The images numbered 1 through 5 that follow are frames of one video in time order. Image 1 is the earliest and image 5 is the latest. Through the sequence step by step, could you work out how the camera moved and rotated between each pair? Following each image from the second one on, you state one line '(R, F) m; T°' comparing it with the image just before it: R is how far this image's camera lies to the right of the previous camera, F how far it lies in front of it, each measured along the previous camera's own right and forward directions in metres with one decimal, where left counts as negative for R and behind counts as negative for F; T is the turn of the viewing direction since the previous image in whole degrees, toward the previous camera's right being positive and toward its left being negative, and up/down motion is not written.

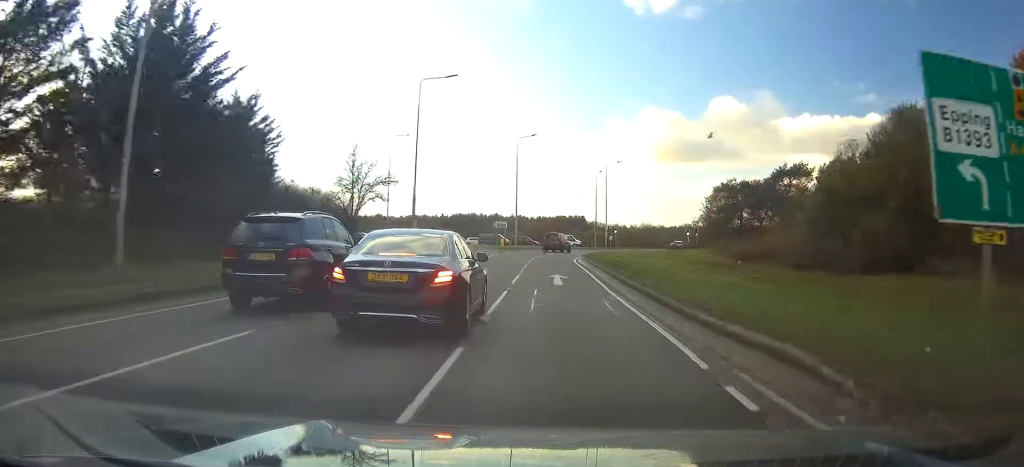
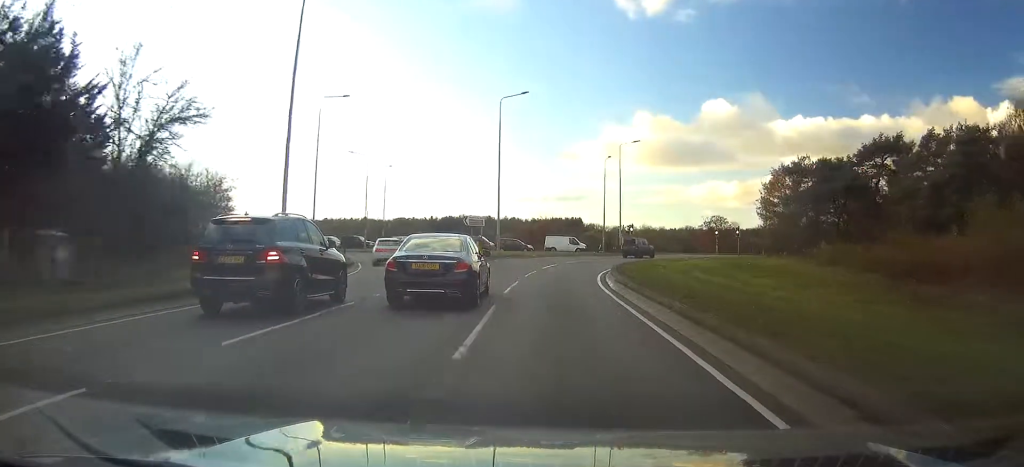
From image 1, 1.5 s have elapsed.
(0.0, +22.9) m; 0°
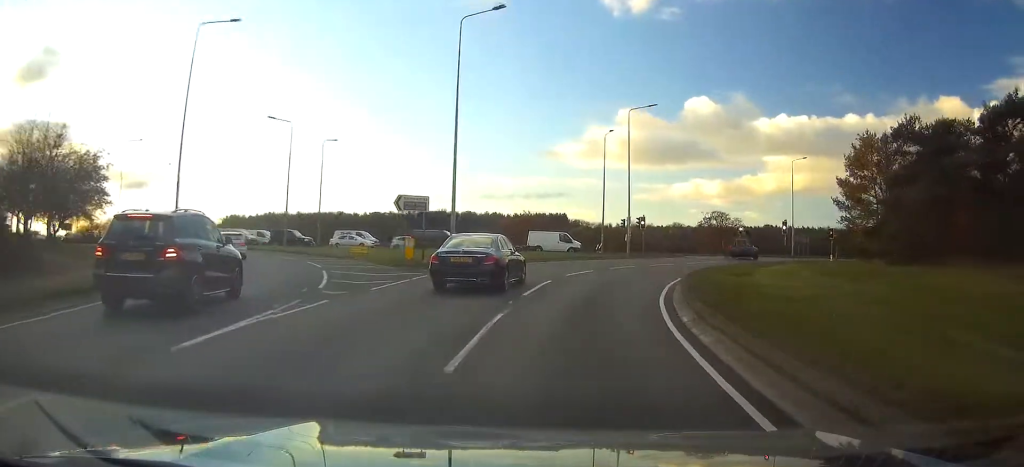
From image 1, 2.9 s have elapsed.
(0.0, +19.4) m; +1°
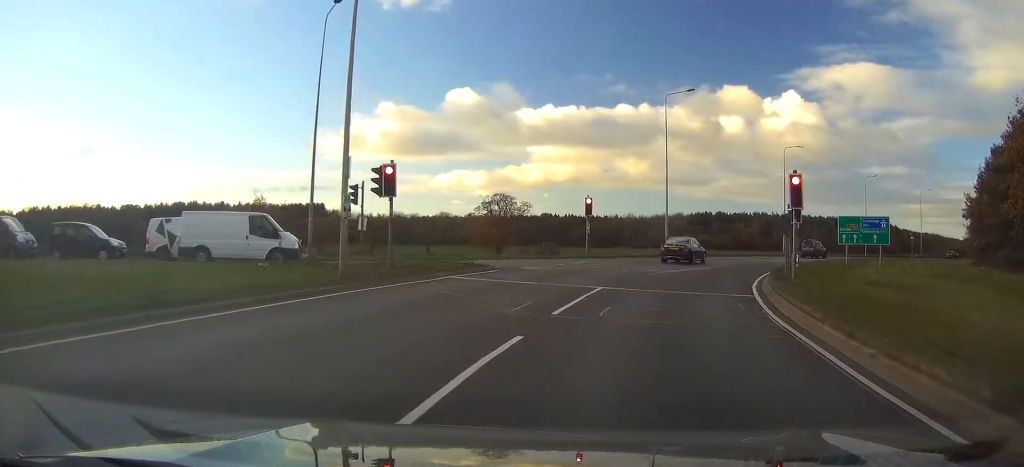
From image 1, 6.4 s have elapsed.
(+5.1, +38.4) m; +20°
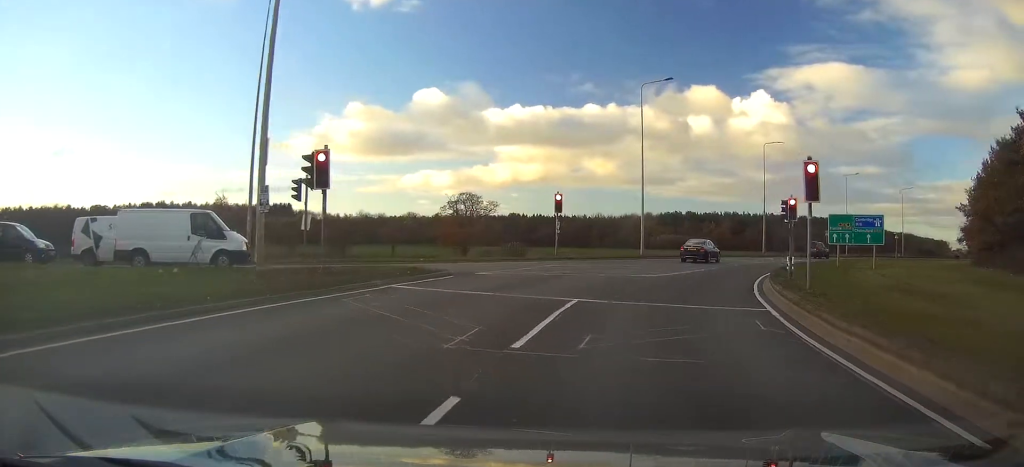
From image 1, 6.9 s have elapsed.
(+0.2, +4.1) m; +4°
